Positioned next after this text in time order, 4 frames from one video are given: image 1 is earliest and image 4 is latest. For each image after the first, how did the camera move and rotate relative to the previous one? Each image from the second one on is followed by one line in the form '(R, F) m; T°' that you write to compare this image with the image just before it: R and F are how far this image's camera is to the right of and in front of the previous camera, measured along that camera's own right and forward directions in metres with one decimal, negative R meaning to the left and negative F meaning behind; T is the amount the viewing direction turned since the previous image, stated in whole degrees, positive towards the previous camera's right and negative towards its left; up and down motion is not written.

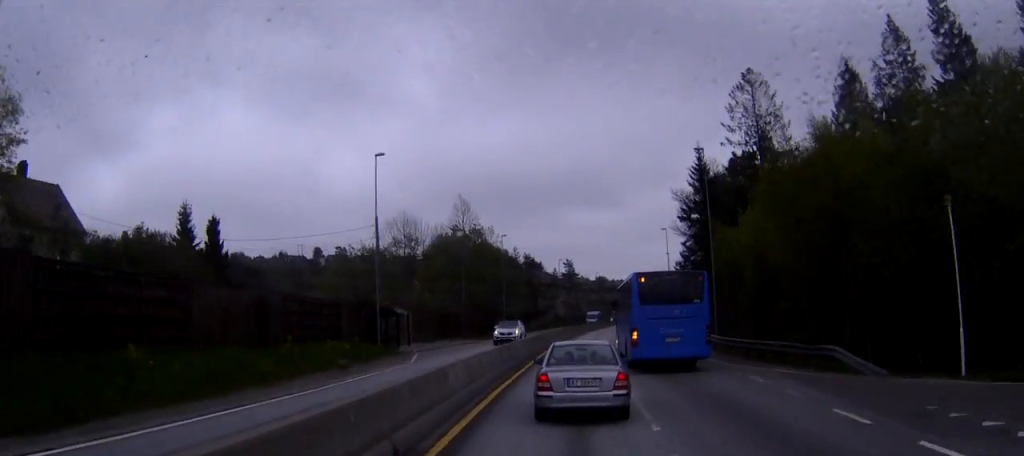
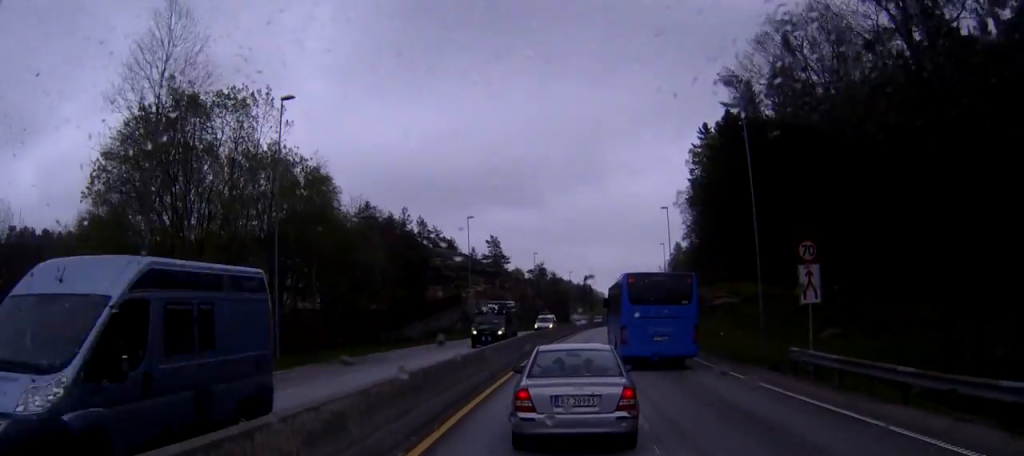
(+2.3, +61.0) m; +4°
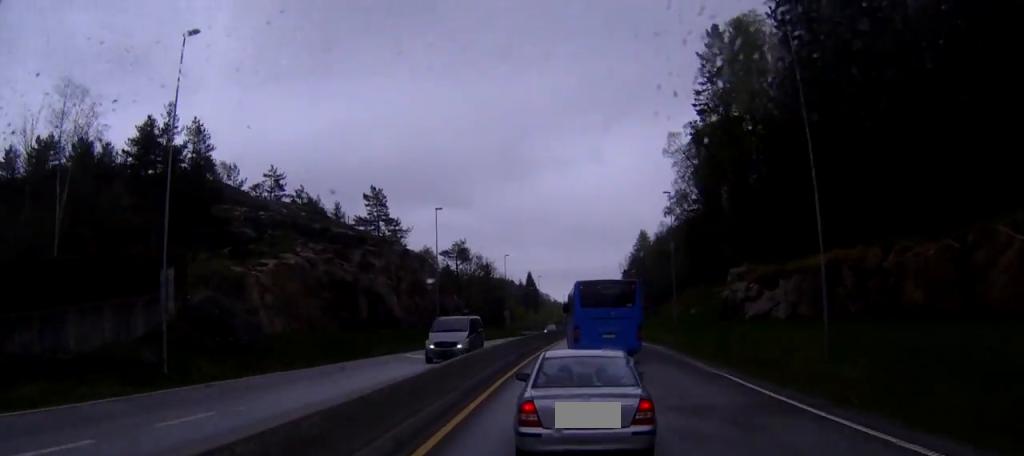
(+1.5, +53.9) m; +4°
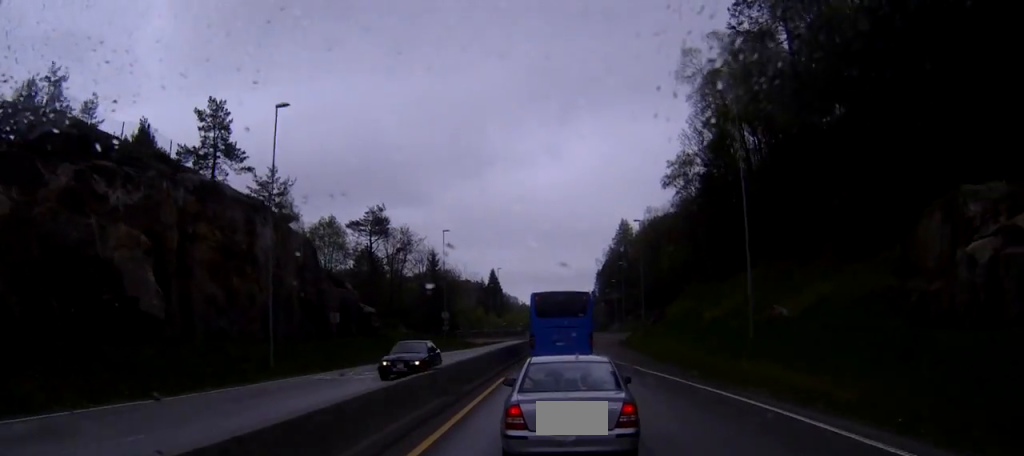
(+0.3, +34.0) m; +1°
